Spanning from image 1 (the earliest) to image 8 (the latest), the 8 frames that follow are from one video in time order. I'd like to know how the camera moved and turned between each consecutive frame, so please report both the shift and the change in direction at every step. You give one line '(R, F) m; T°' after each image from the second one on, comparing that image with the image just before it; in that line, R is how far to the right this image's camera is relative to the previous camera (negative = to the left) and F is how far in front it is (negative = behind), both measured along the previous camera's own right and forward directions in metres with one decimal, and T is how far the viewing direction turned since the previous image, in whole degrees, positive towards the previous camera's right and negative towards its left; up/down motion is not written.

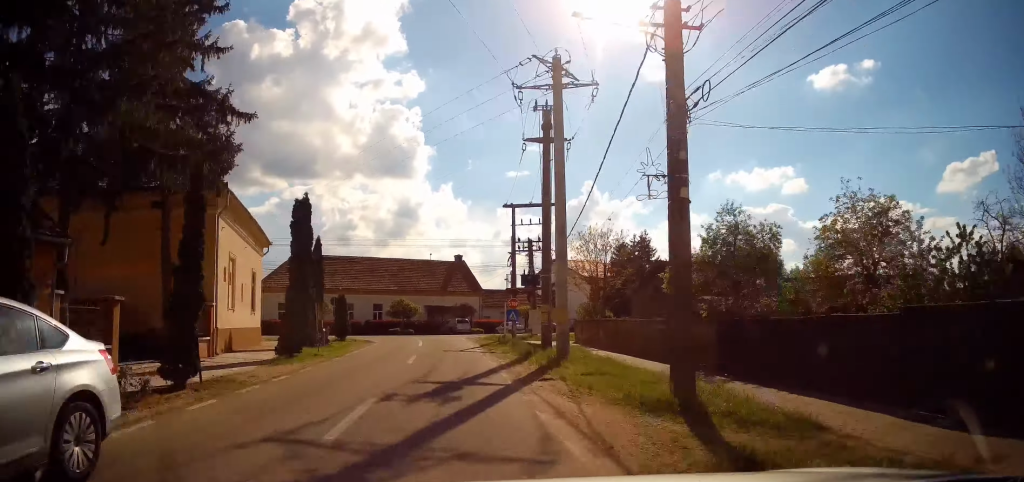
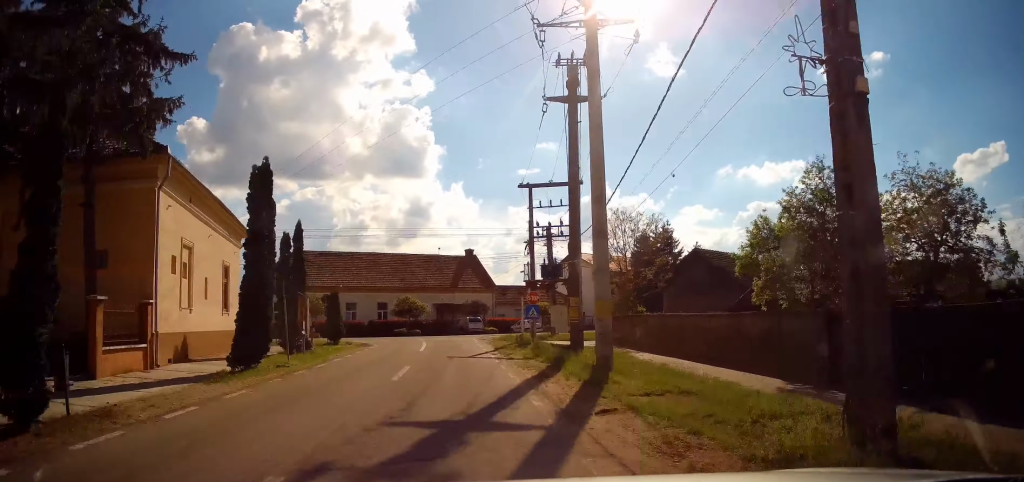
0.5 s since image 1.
(+0.3, +4.9) m; 0°
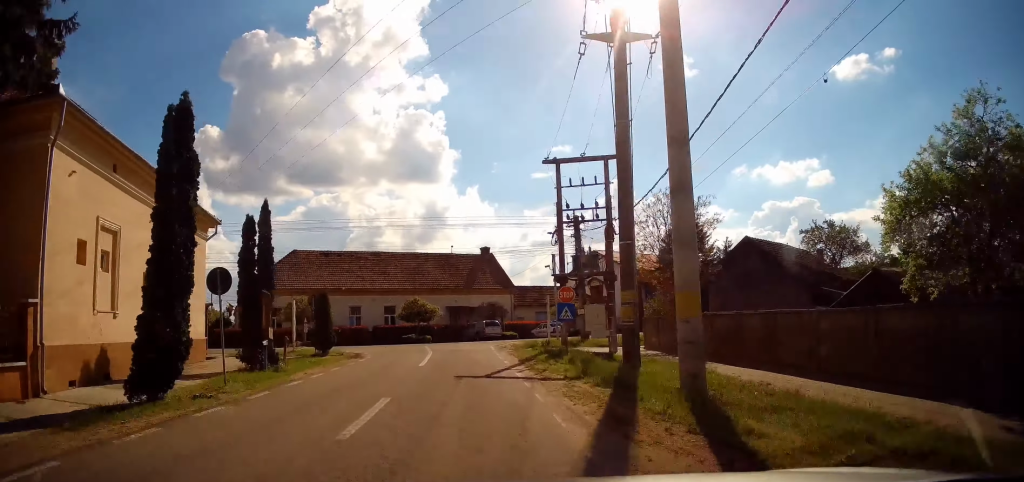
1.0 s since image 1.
(-0.2, +5.4) m; -2°
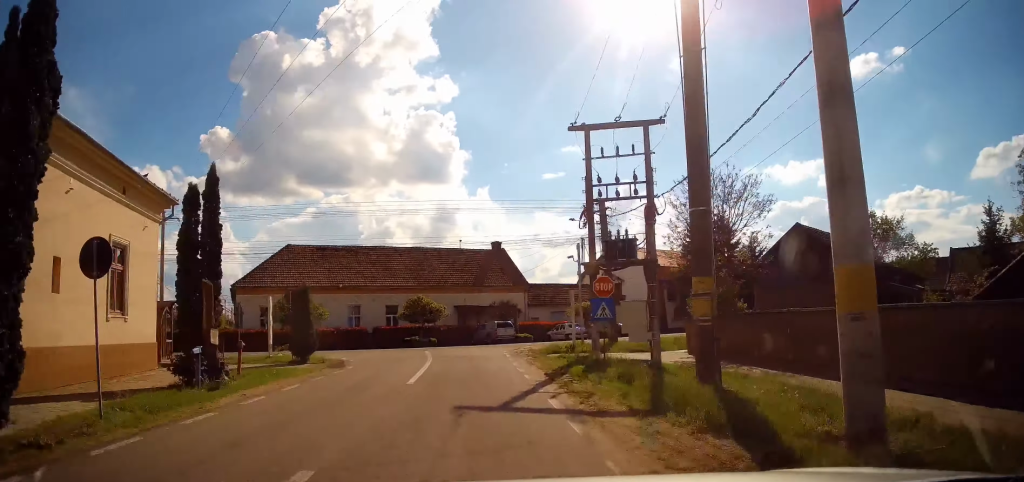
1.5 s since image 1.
(-0.1, +4.7) m; -2°
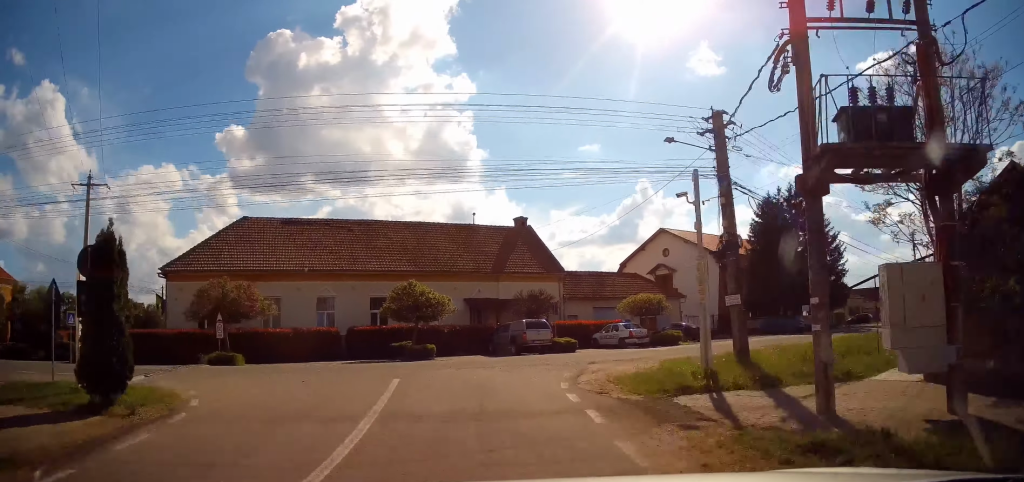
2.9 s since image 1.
(-0.4, +12.9) m; -3°
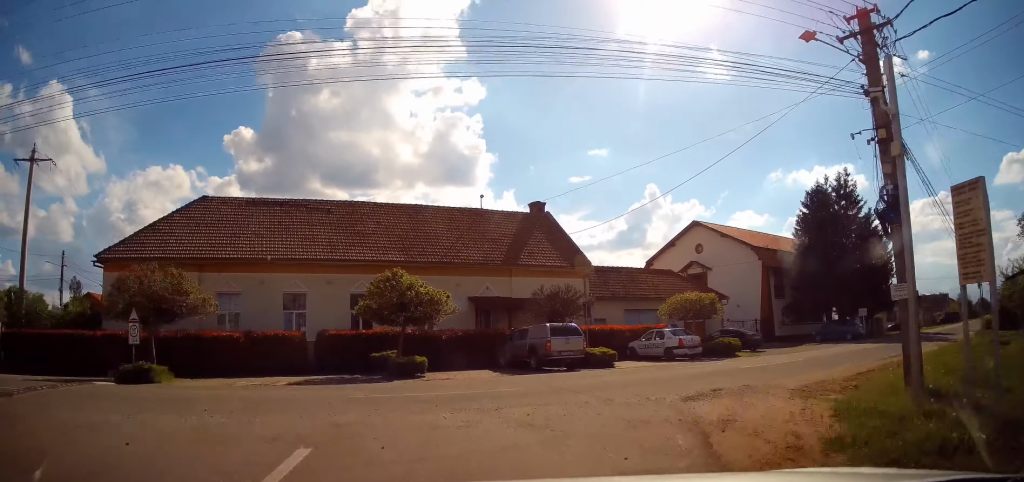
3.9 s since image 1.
(-0.1, +7.5) m; -3°
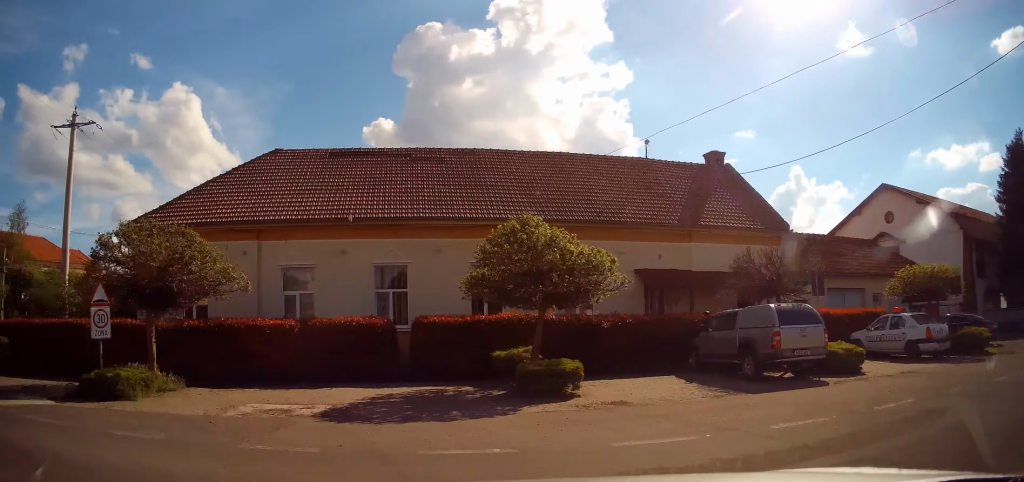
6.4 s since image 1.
(-0.6, +10.8) m; -19°
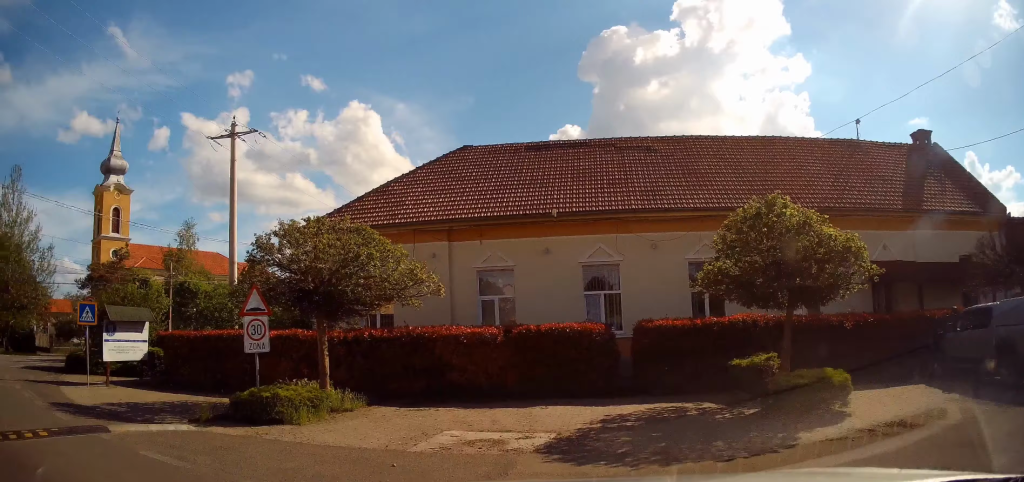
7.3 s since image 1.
(-0.7, +2.2) m; -25°
